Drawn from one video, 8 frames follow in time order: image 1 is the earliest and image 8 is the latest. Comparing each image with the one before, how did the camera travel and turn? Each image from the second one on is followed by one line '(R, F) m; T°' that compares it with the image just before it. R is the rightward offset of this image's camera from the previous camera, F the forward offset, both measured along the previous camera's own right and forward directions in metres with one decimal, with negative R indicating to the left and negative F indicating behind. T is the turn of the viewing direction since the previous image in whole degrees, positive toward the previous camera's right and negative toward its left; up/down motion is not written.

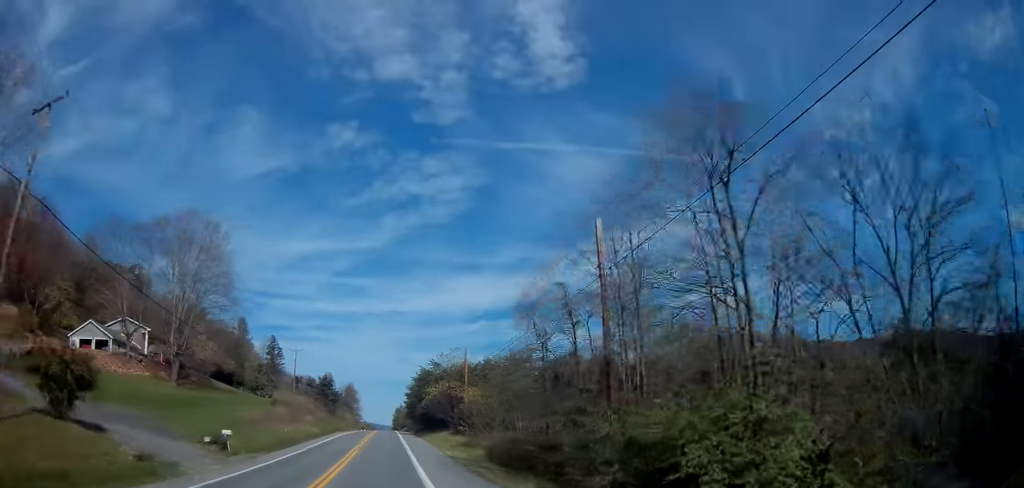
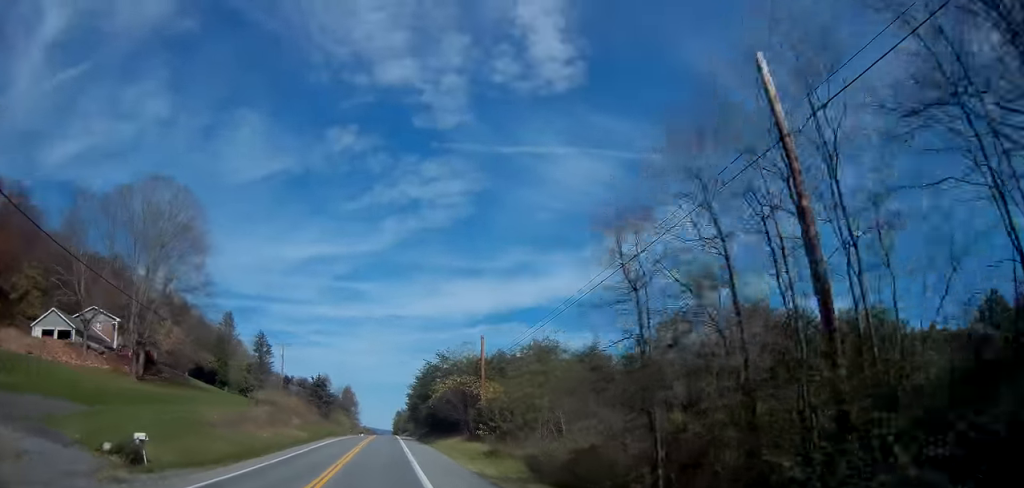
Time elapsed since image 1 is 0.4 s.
(0.0, +10.9) m; 0°
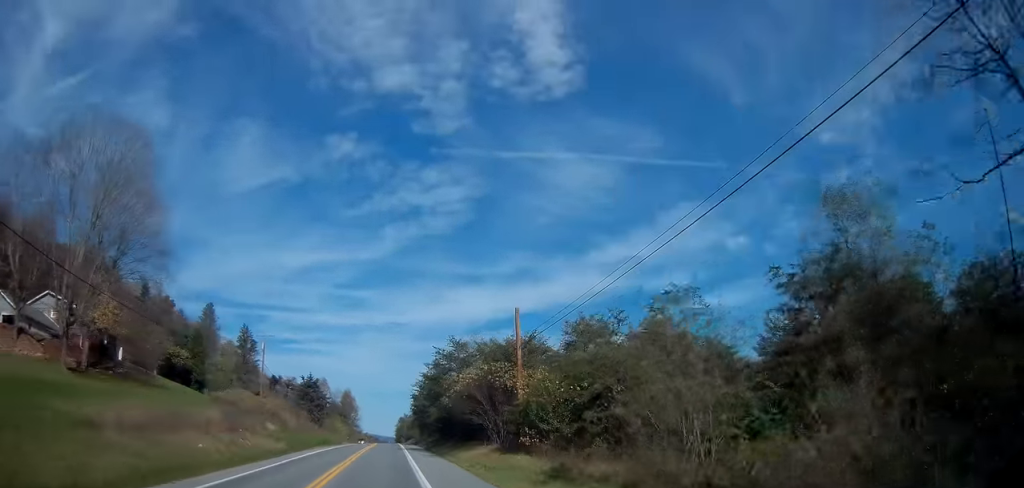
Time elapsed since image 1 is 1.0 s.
(0.0, +13.3) m; 0°
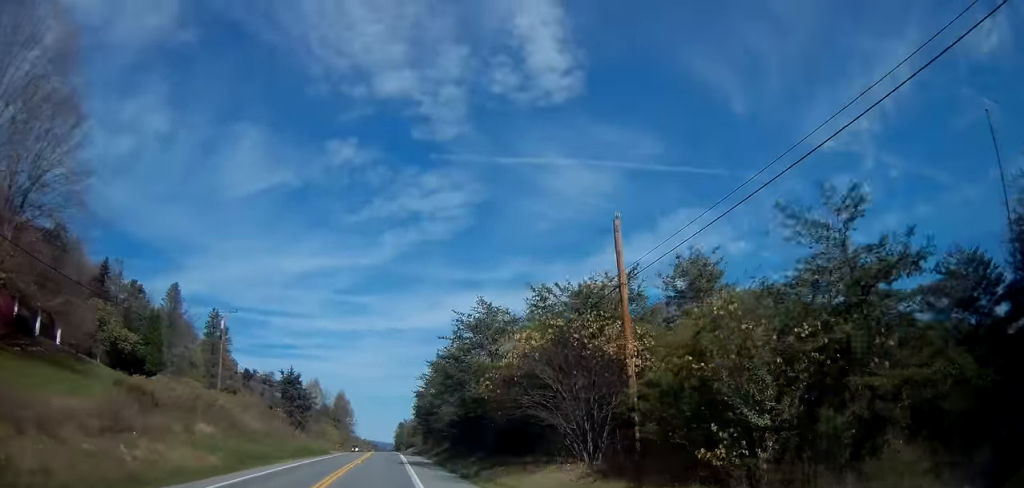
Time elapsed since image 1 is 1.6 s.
(0.0, +16.6) m; 0°
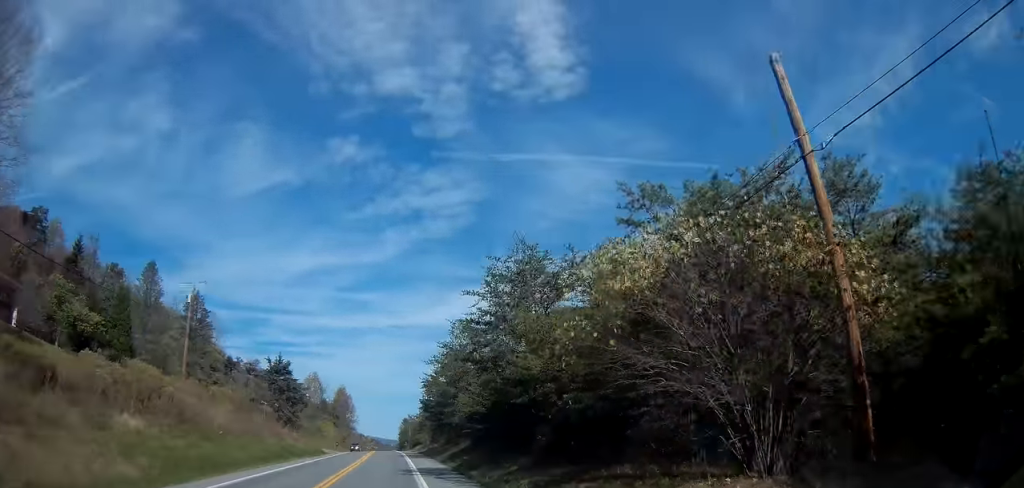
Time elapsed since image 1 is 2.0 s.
(0.0, +9.9) m; 0°
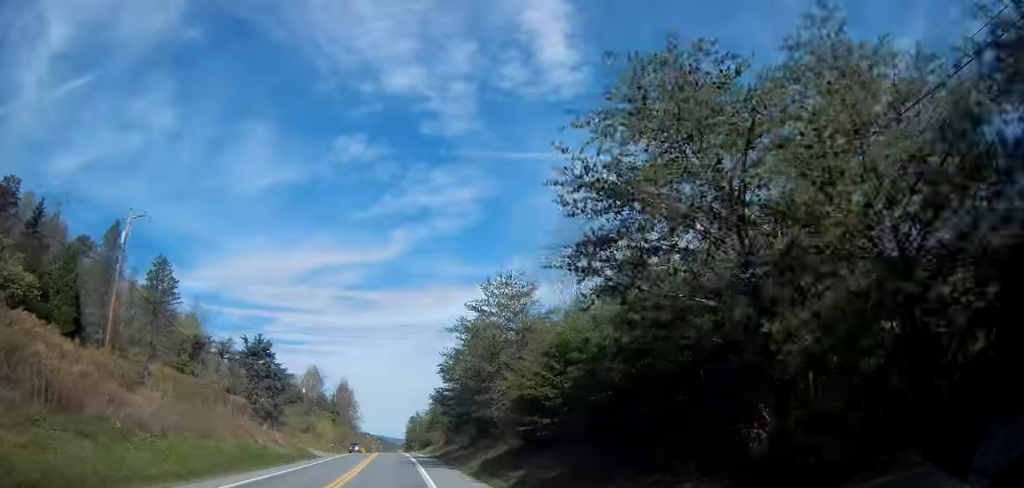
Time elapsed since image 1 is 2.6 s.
(0.0, +13.2) m; 0°
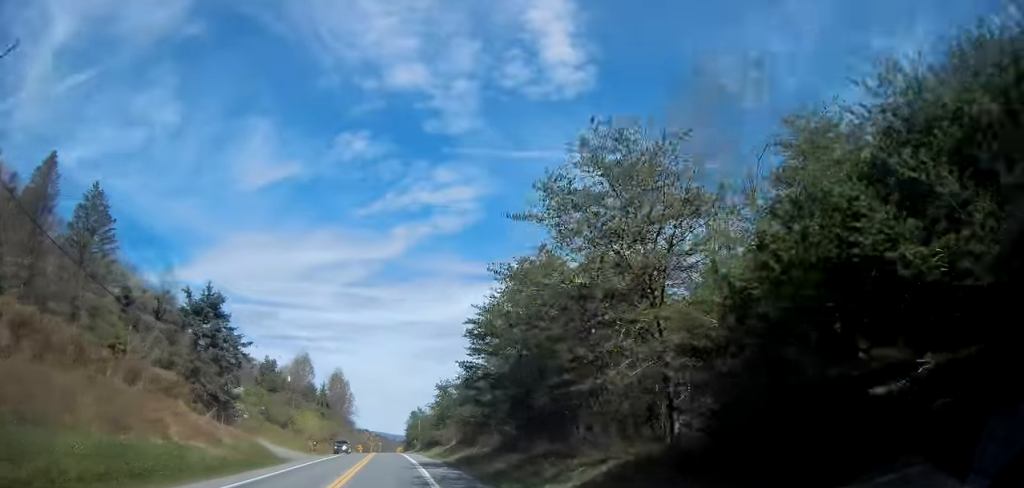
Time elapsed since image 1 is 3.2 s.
(0.0, +15.7) m; 0°
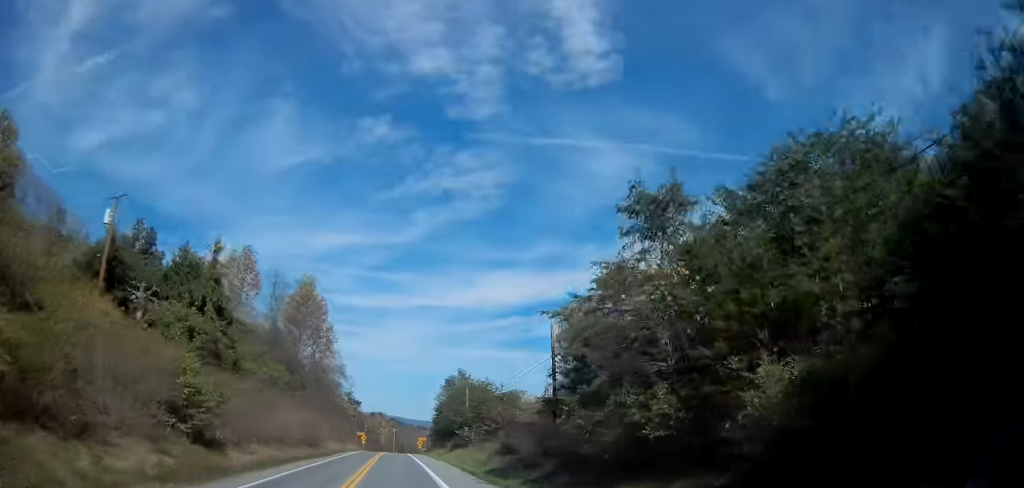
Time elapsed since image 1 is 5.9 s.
(-0.6, +66.9) m; -2°
